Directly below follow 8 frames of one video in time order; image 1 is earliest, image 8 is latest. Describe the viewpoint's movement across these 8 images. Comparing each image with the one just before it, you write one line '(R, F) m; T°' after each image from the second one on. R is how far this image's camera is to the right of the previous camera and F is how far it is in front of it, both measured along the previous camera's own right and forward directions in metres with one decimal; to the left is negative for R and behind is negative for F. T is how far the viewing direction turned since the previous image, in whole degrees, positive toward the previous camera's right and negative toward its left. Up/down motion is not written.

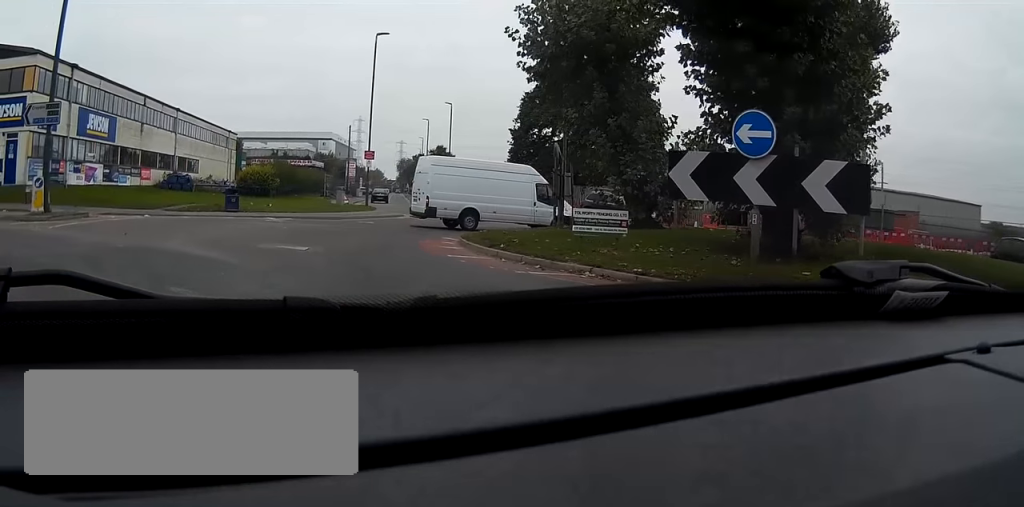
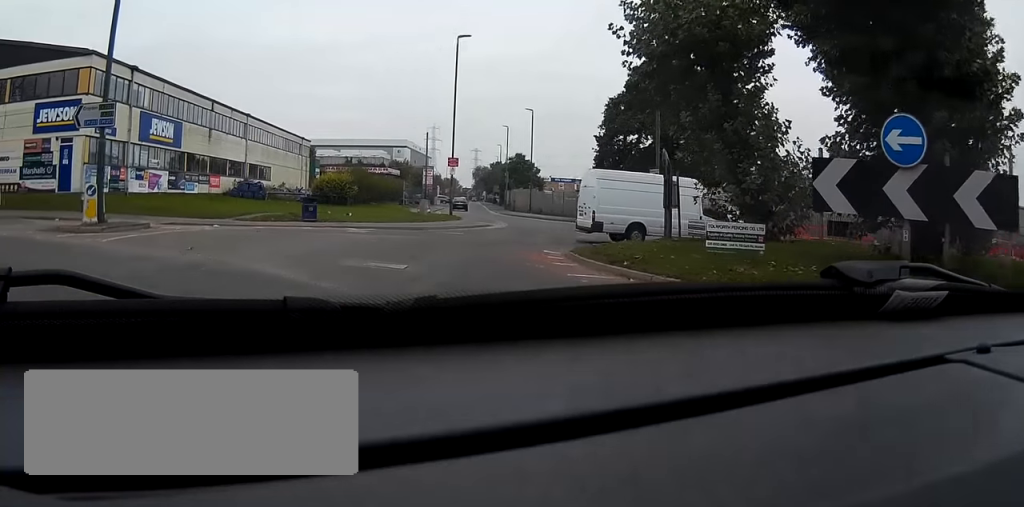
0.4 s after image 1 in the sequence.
(-0.1, +1.7) m; -4°
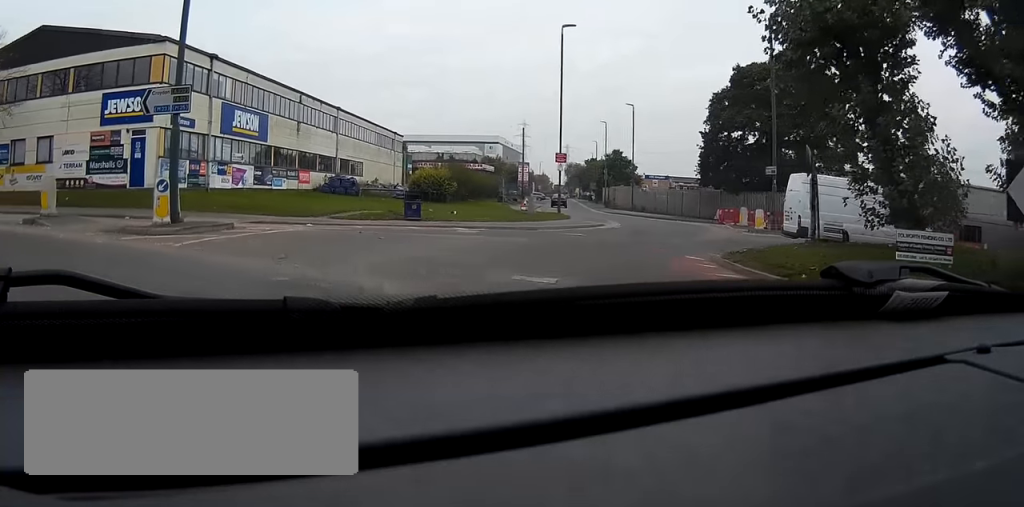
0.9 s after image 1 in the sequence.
(-0.1, +2.2) m; -6°
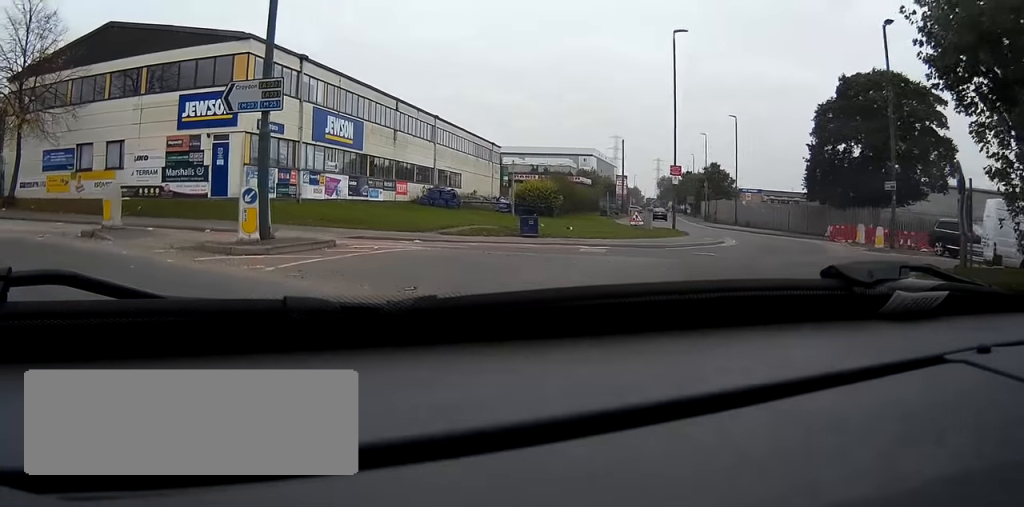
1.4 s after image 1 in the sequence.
(+0.1, +2.1) m; -5°
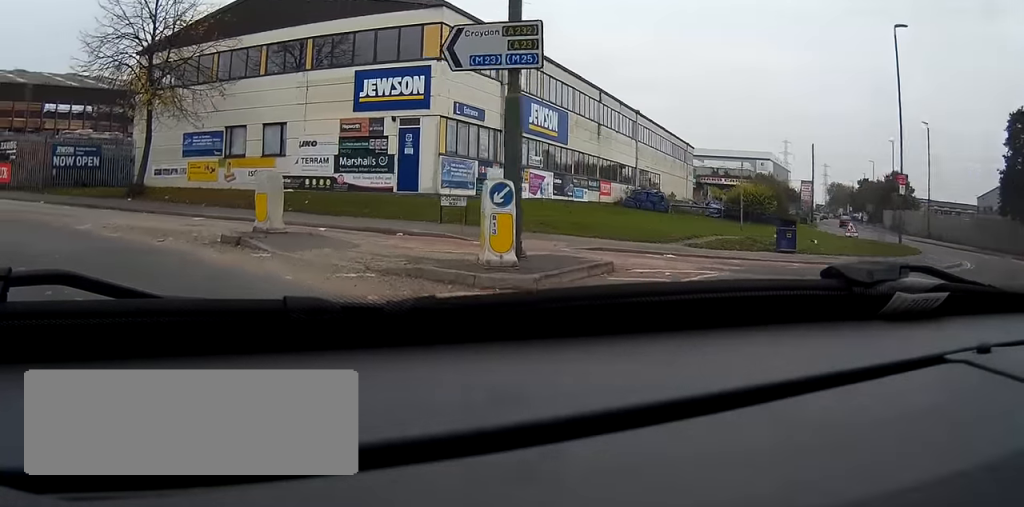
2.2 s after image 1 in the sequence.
(-0.6, +4.3) m; -13°
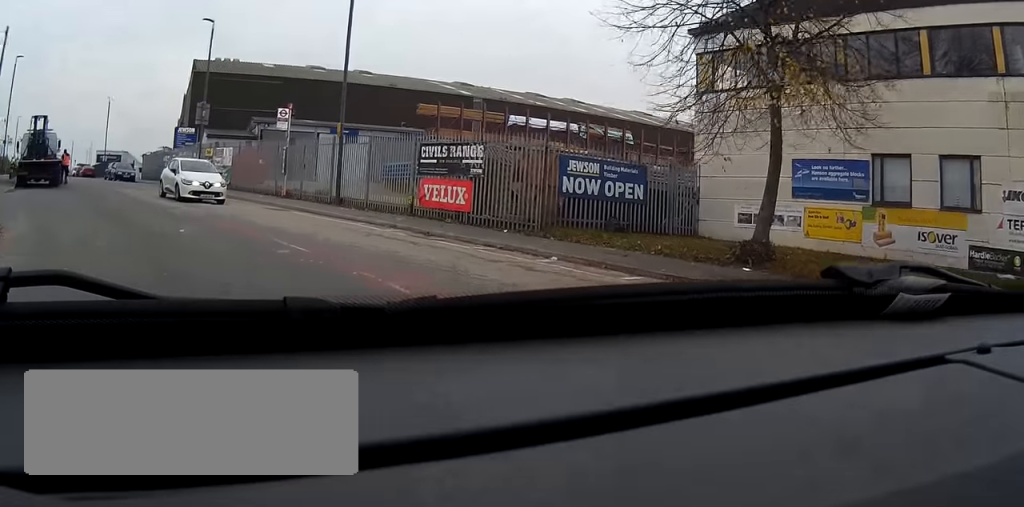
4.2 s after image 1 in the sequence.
(-3.2, +11.8) m; -30°
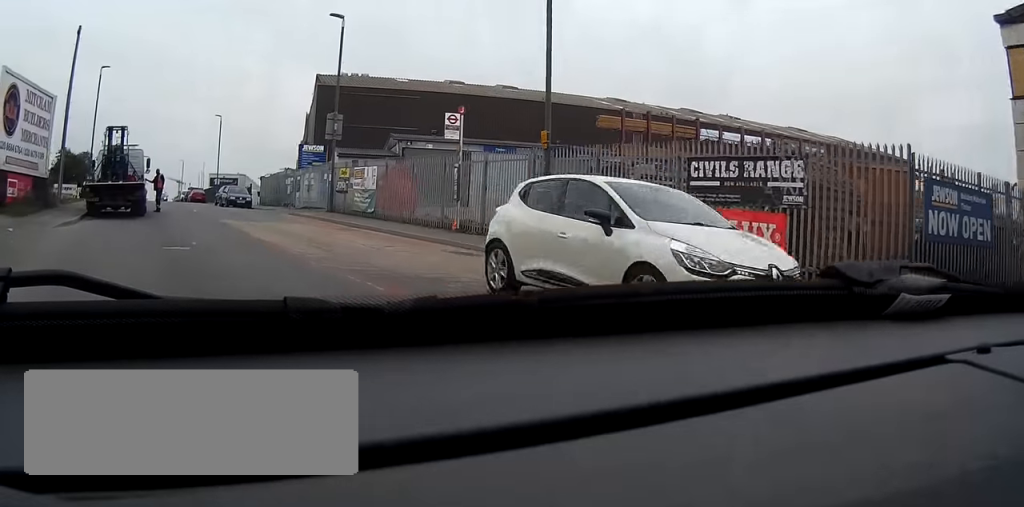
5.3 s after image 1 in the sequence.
(-0.9, +7.4) m; -10°
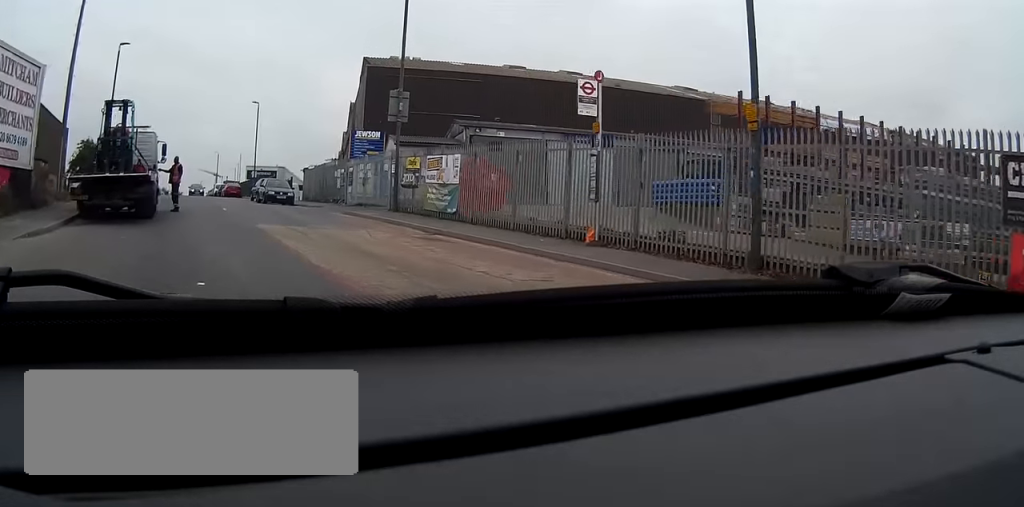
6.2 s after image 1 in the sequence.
(-0.3, +6.9) m; -4°
